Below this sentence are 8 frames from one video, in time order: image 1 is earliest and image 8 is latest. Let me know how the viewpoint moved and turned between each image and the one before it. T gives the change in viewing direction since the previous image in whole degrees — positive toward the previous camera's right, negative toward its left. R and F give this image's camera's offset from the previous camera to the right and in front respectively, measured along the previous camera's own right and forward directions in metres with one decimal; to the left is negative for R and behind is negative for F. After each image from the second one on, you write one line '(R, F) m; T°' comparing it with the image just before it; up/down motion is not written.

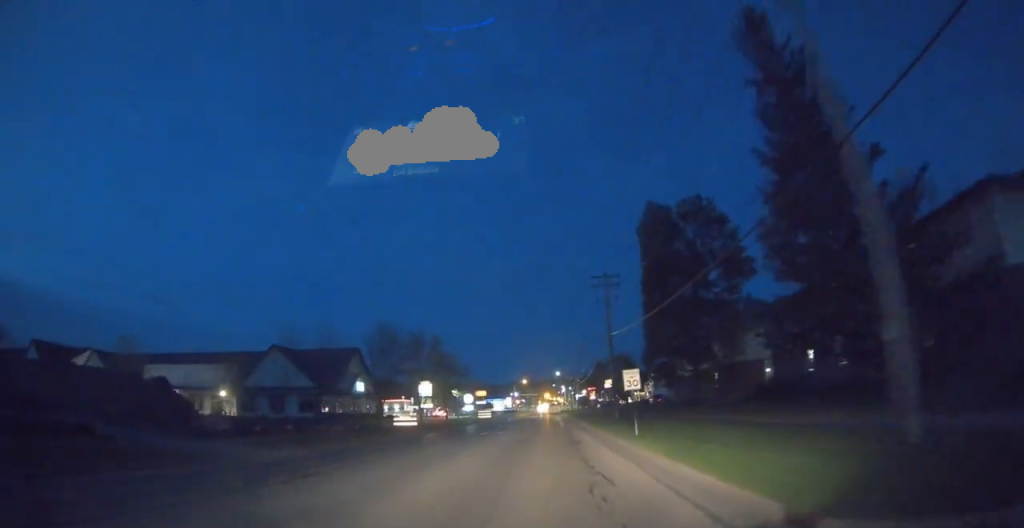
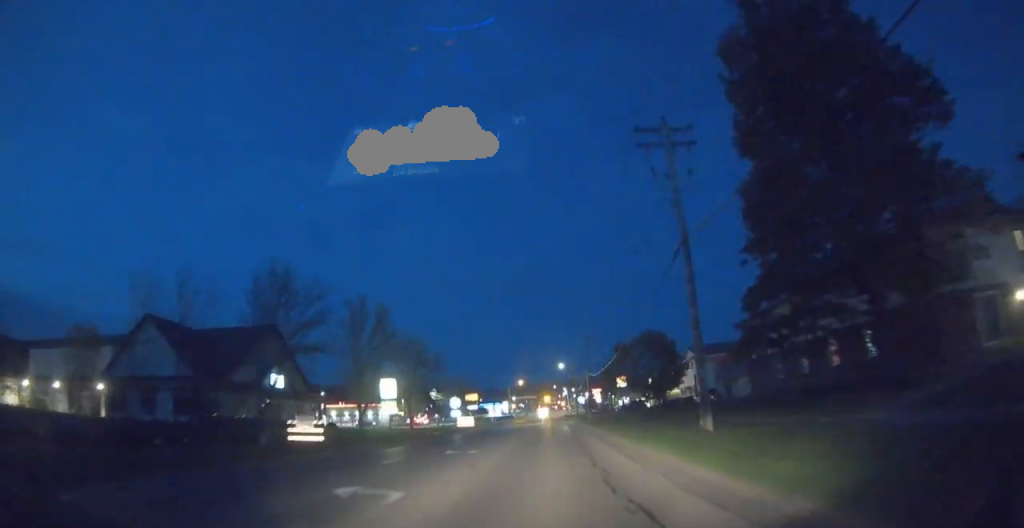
(-0.8, +25.3) m; -1°
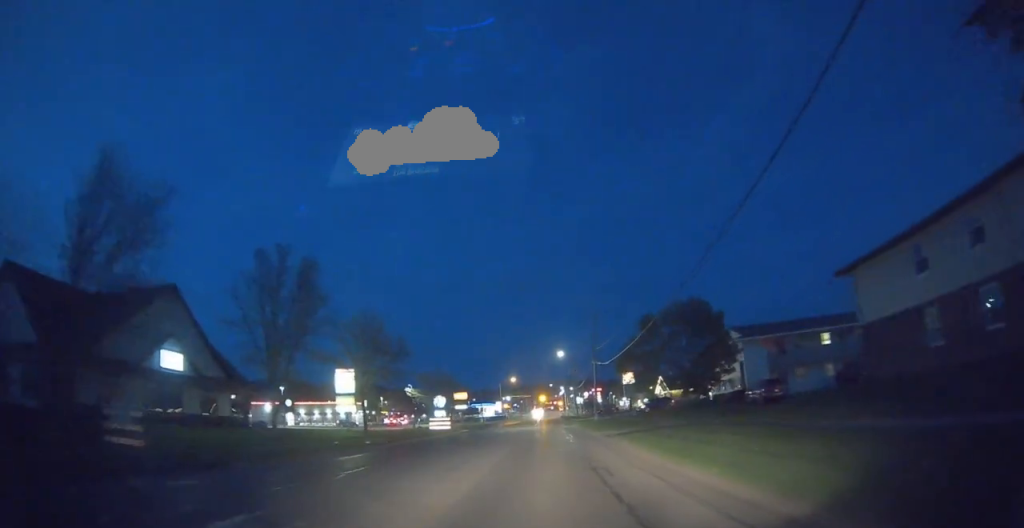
(+0.4, +16.6) m; +2°
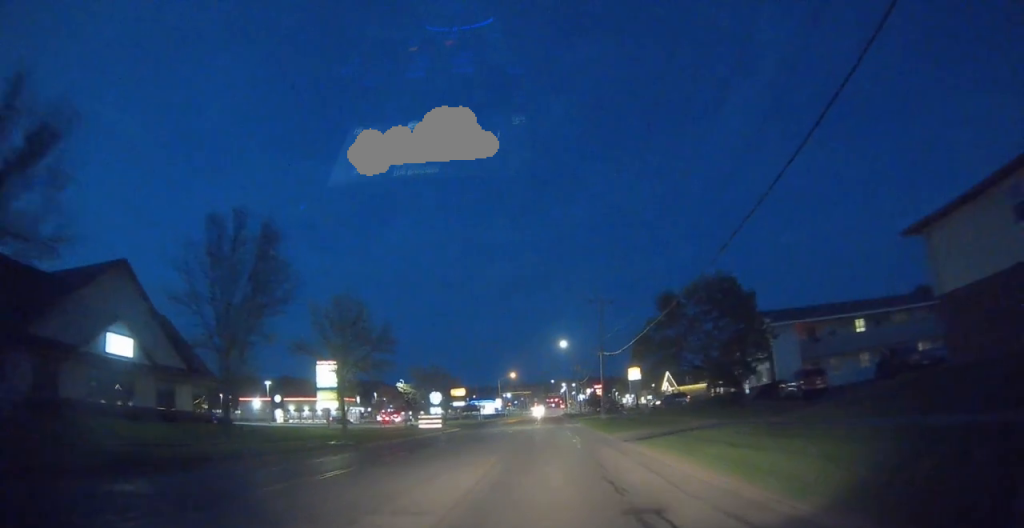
(0.0, +6.1) m; 0°
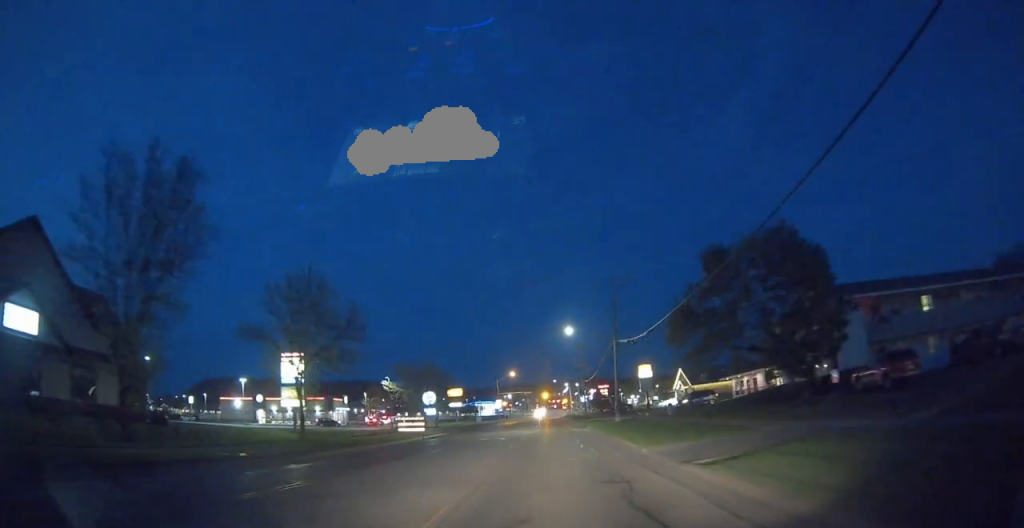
(+0.1, +9.1) m; -1°
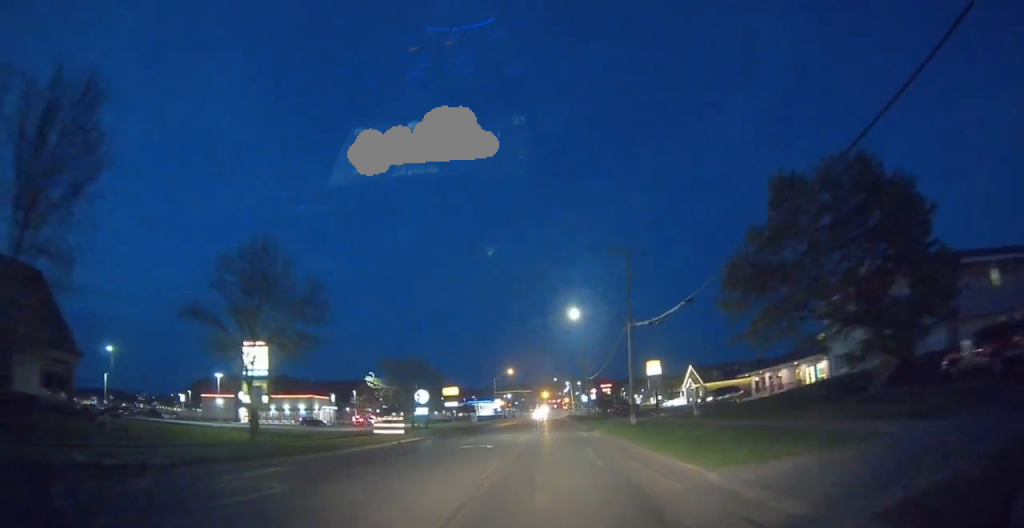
(-0.2, +7.3) m; 0°
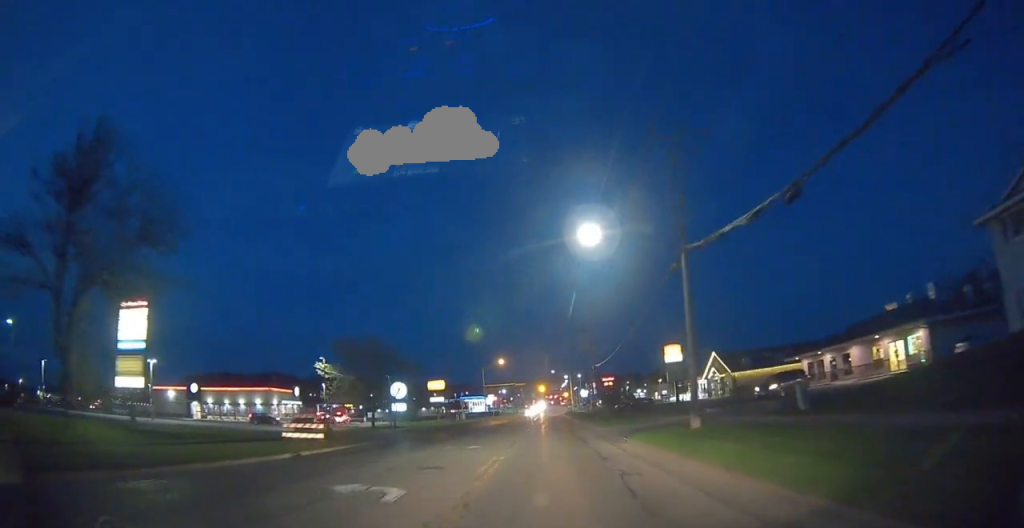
(+0.2, +15.4) m; +2°
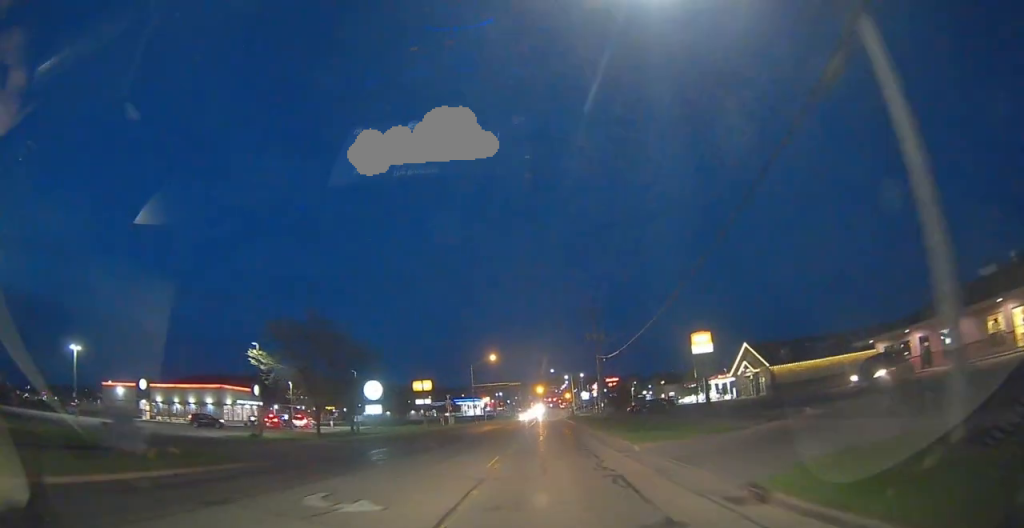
(+0.1, +13.8) m; 0°
